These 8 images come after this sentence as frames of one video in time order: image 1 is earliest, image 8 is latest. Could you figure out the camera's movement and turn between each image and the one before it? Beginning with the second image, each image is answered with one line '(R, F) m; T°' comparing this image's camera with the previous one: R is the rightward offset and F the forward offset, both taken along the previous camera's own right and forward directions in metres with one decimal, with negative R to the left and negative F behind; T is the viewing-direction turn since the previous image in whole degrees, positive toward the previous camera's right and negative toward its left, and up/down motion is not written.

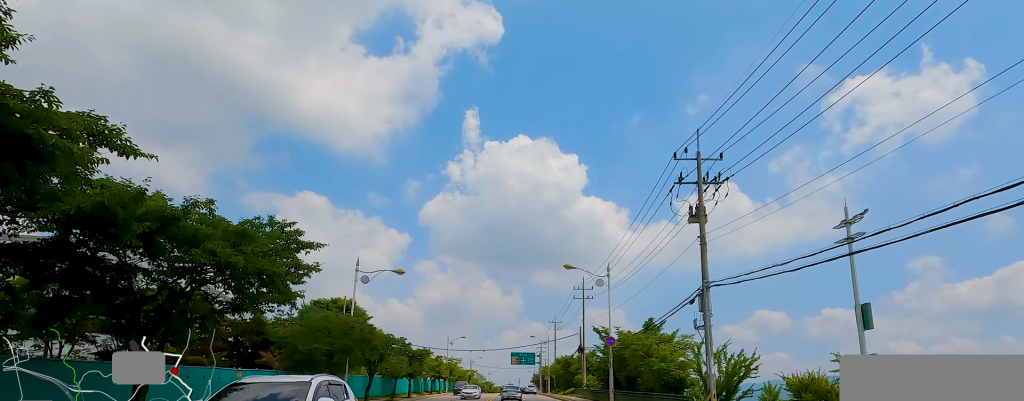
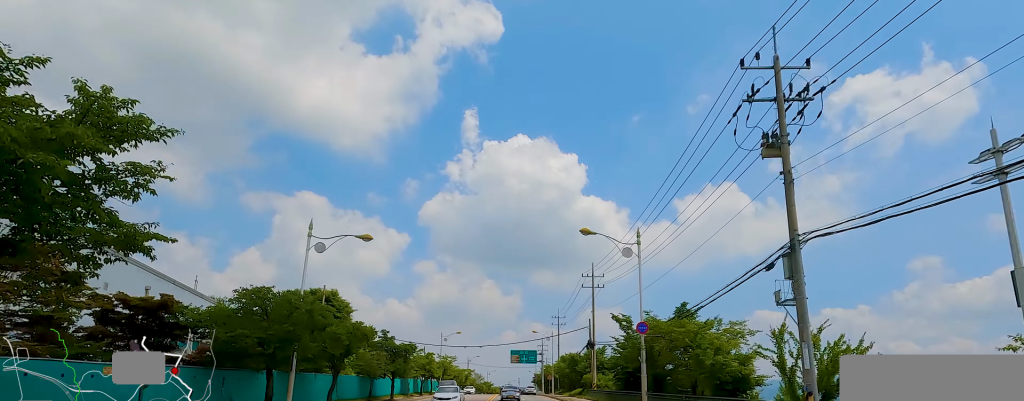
(-0.1, +8.0) m; +1°
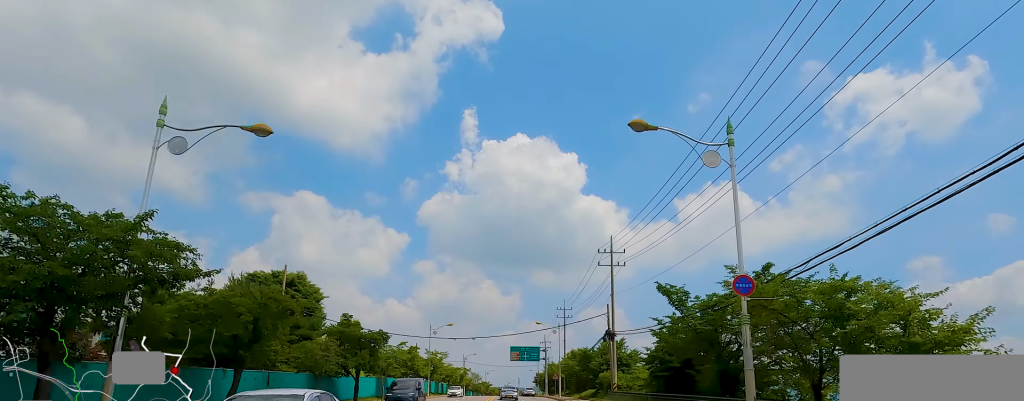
(+0.8, +10.9) m; 0°
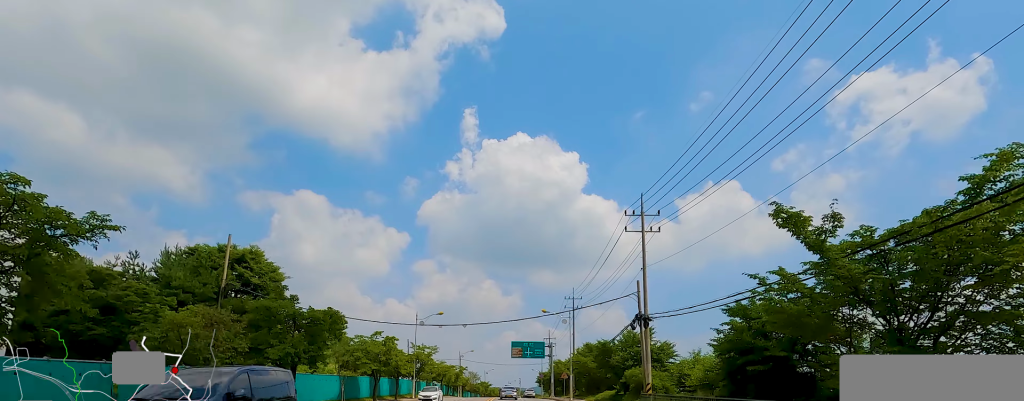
(-1.1, +10.9) m; -2°
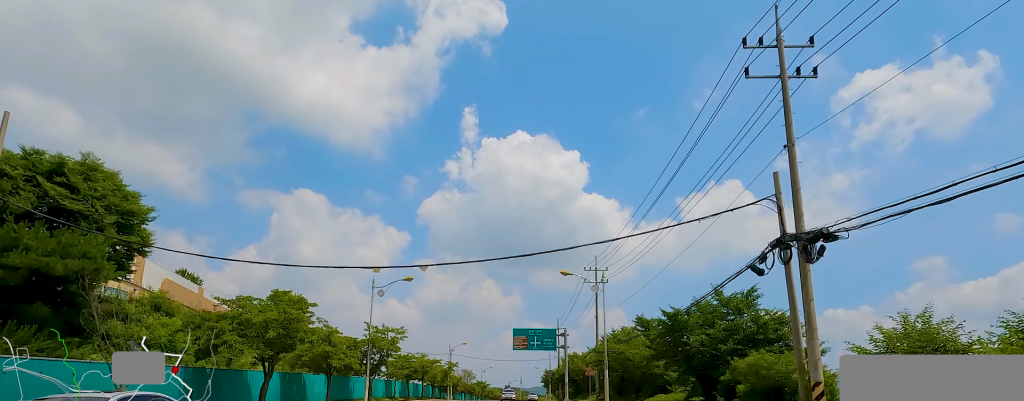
(+0.4, +19.3) m; -1°
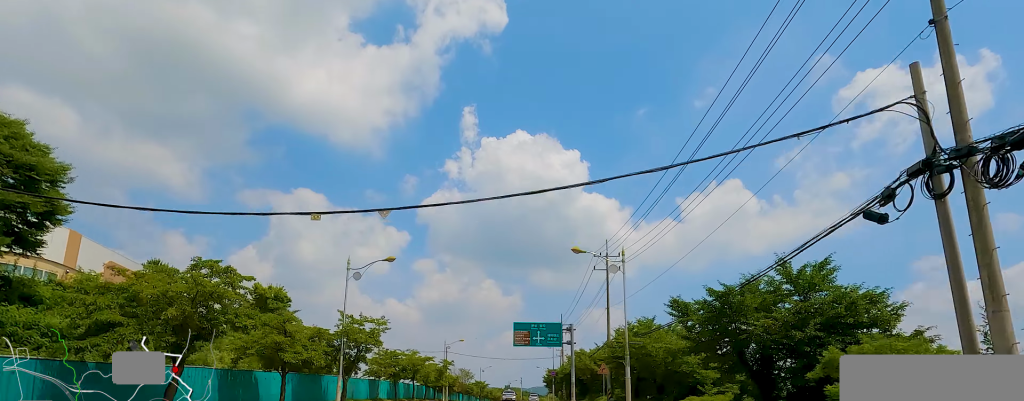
(-0.4, +6.3) m; -1°
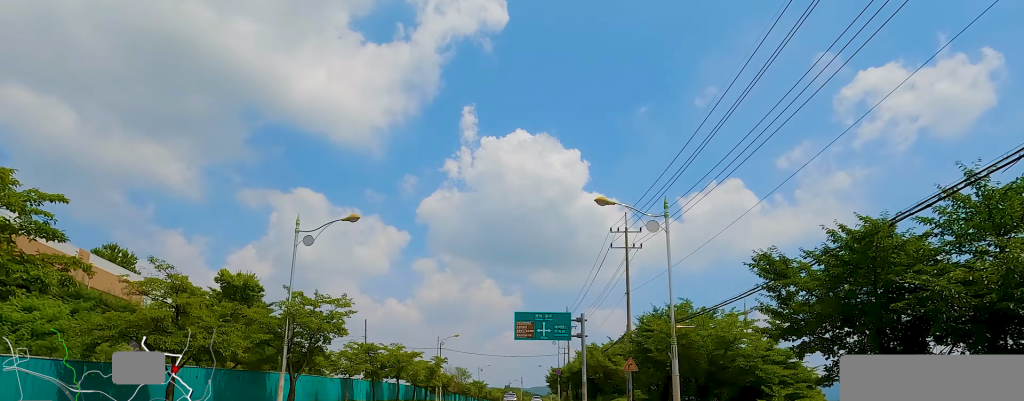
(+0.4, +8.3) m; 0°
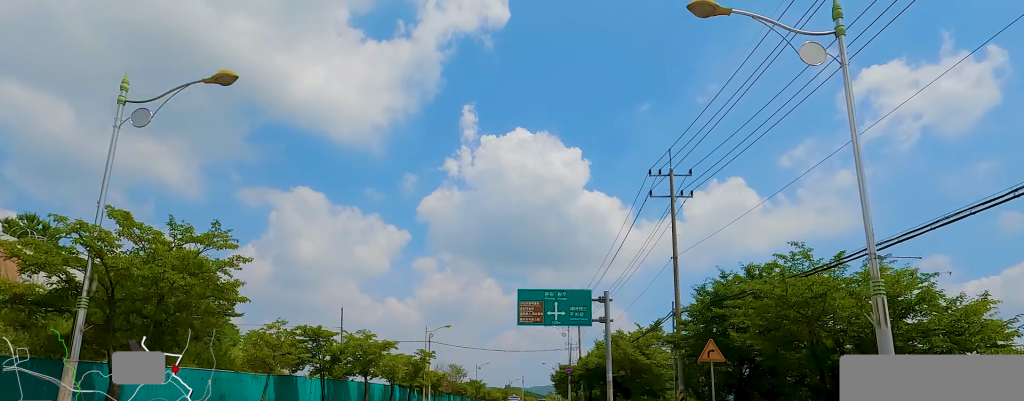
(0.0, +11.5) m; +1°
